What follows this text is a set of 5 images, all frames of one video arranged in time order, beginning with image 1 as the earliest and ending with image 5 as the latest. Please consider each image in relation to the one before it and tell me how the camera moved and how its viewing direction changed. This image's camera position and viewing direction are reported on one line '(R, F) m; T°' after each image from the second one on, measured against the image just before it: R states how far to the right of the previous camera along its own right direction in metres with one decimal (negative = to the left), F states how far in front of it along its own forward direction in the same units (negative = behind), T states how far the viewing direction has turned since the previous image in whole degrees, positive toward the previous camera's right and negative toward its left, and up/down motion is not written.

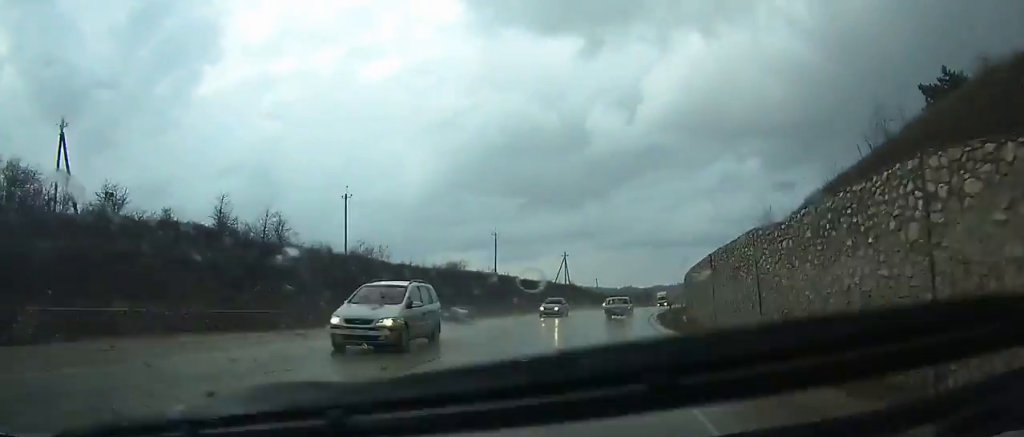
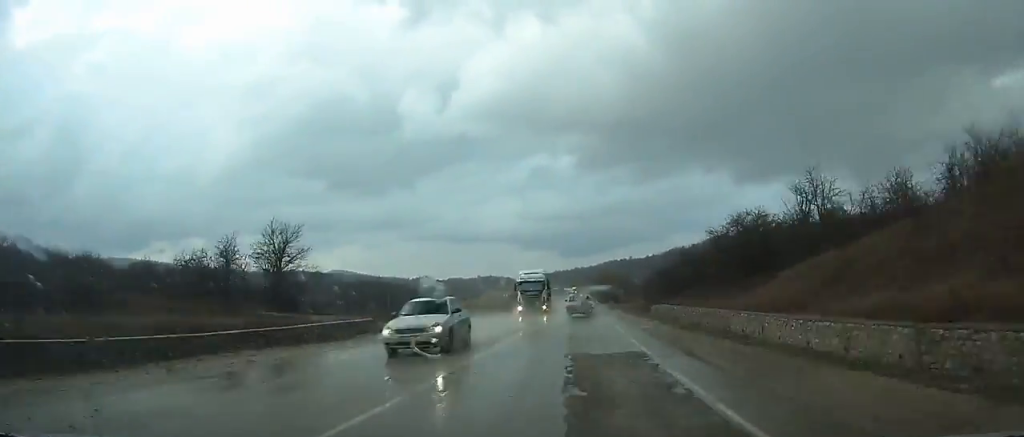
(+29.4, +158.3) m; +16°
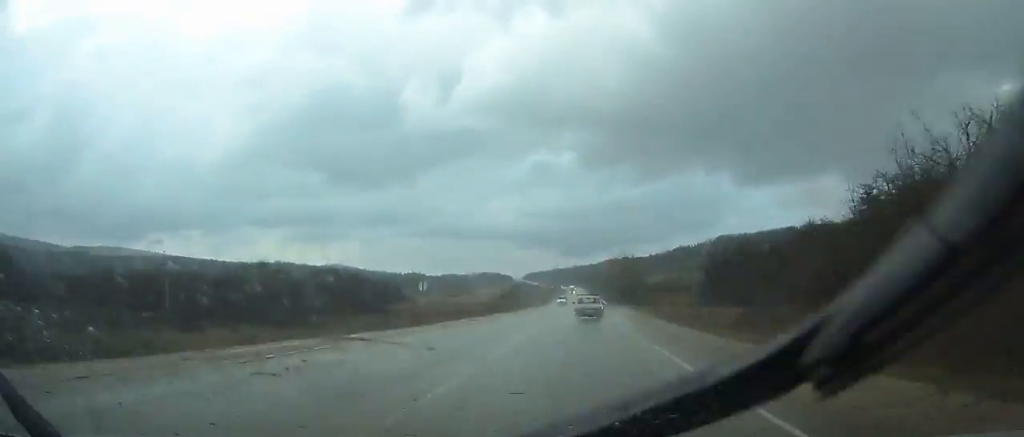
(+0.7, +48.4) m; +1°
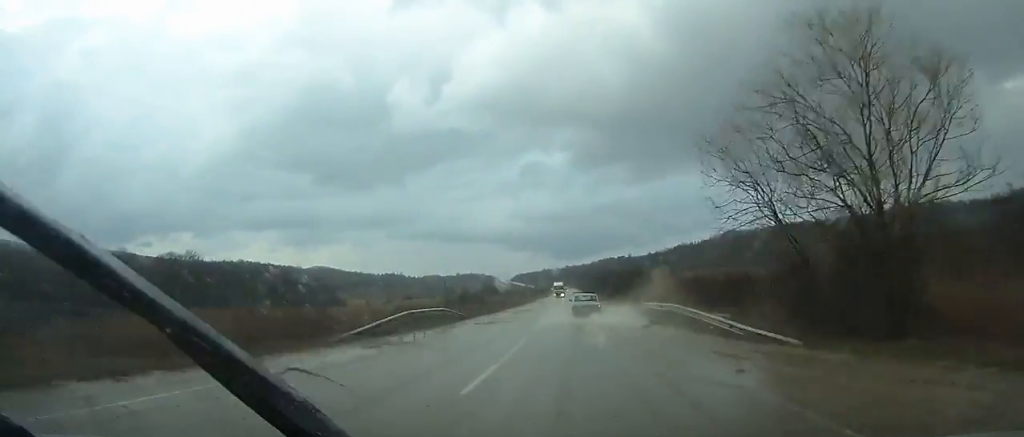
(+0.7, +81.7) m; +1°
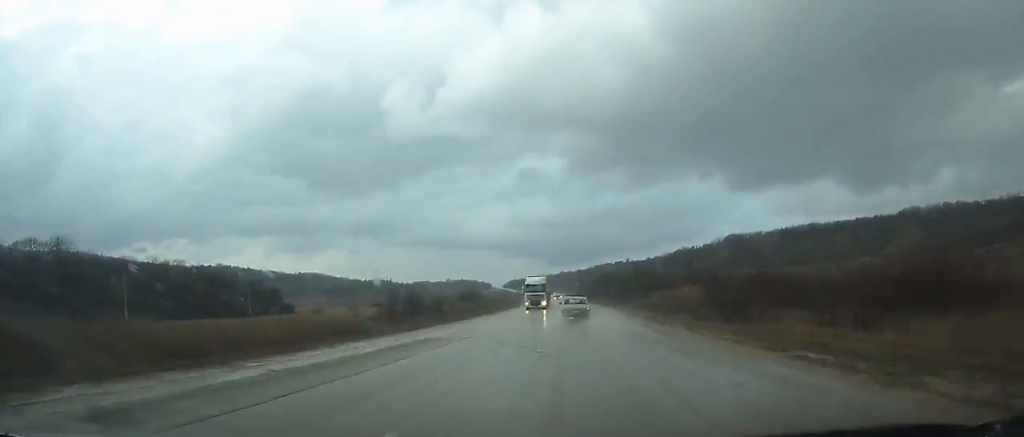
(+0.1, +41.9) m; 0°
